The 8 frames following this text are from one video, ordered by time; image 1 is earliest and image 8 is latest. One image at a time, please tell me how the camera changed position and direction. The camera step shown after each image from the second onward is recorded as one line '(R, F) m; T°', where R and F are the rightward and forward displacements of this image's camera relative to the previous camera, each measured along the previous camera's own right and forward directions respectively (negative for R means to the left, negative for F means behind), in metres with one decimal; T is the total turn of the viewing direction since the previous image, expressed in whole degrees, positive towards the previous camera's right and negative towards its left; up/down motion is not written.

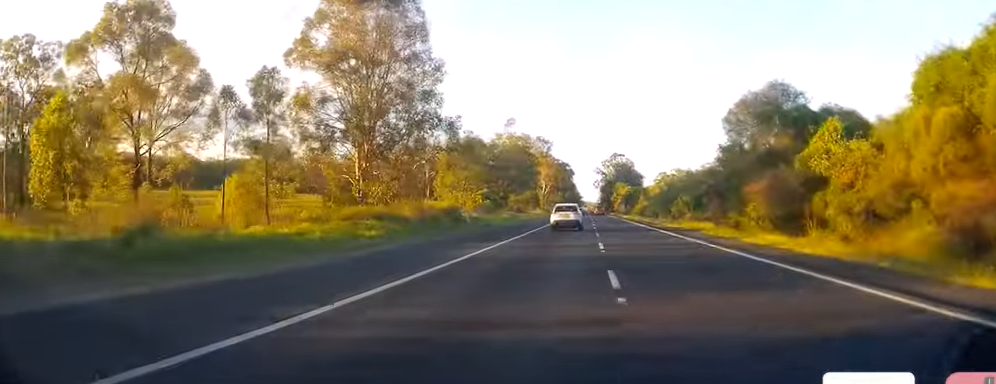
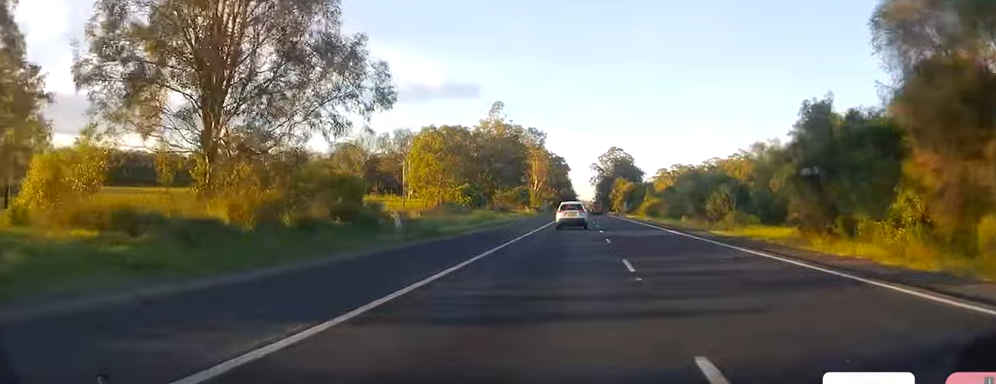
(0.0, +21.1) m; 0°
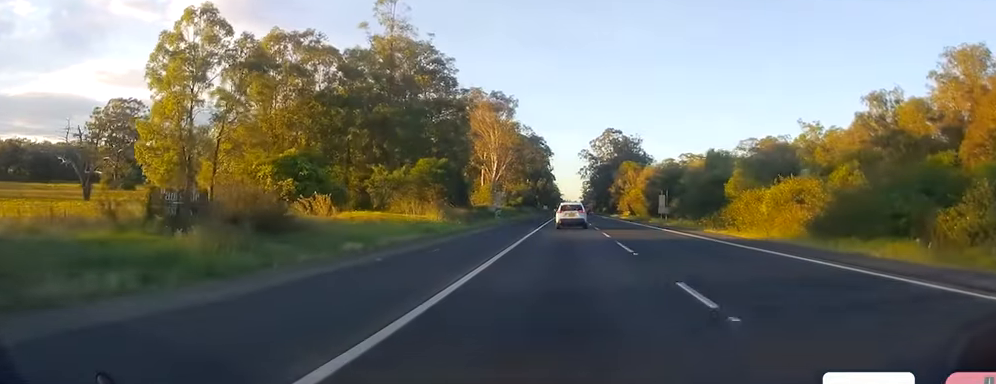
(+1.8, +77.5) m; +2°
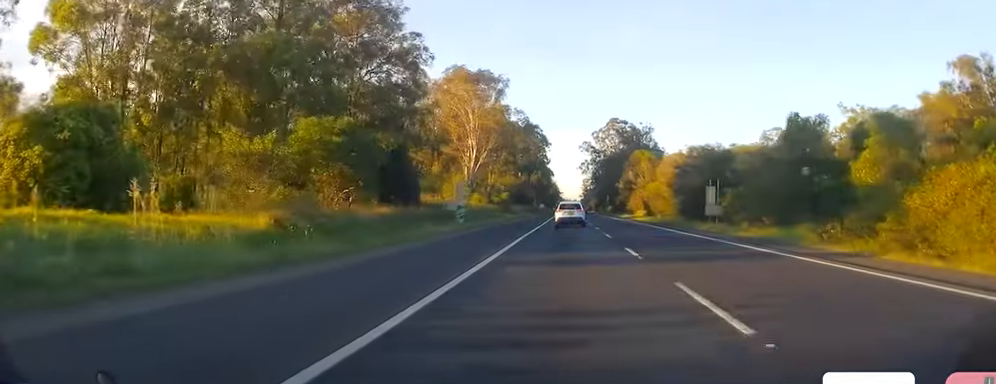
(-0.5, +25.9) m; 0°
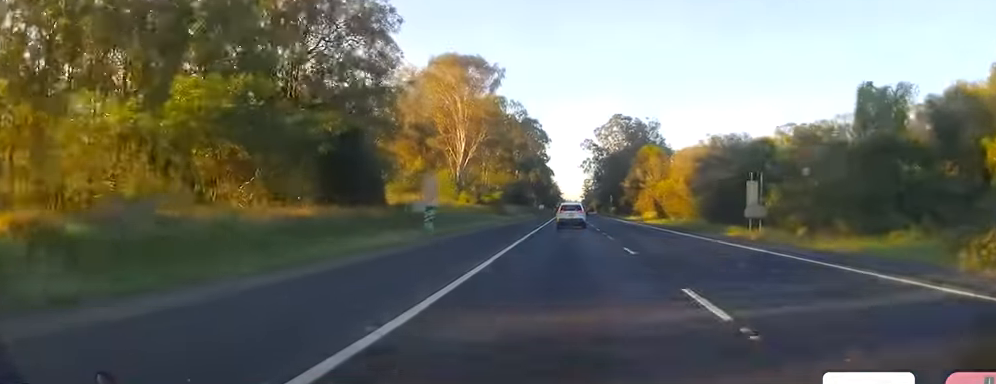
(+0.4, +11.0) m; 0°
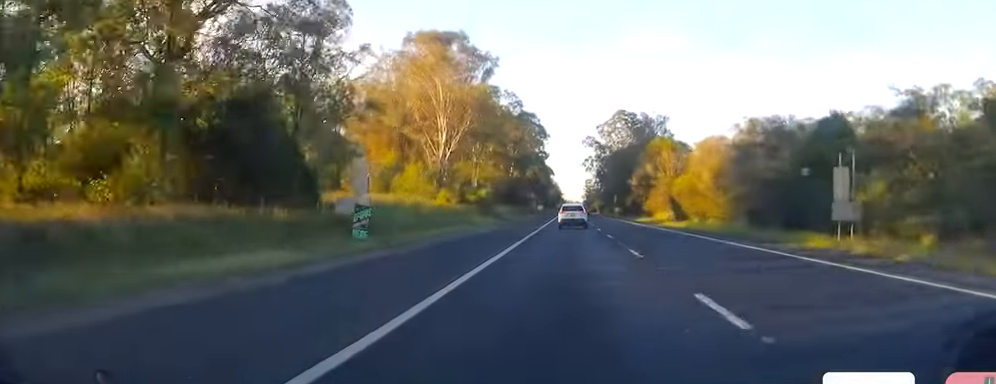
(+0.5, +12.9) m; 0°
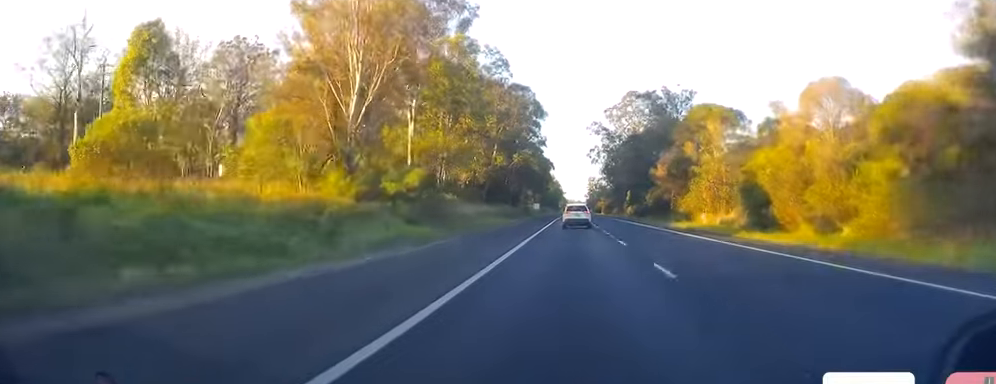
(-1.0, +29.4) m; -1°
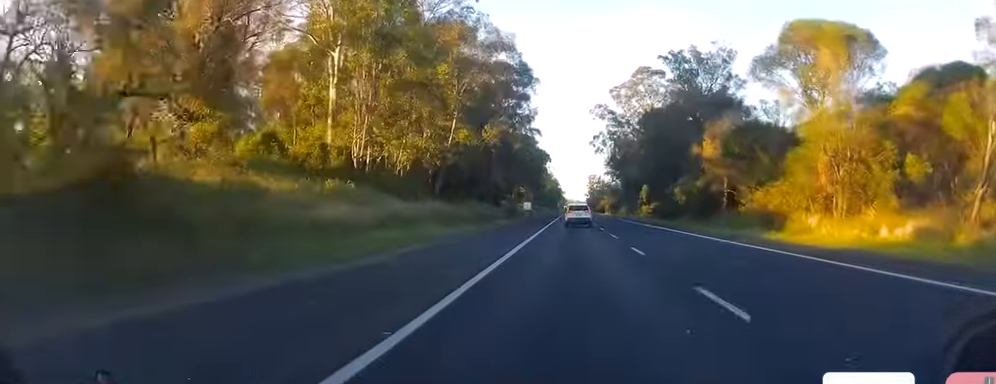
(+0.7, +29.4) m; +1°
